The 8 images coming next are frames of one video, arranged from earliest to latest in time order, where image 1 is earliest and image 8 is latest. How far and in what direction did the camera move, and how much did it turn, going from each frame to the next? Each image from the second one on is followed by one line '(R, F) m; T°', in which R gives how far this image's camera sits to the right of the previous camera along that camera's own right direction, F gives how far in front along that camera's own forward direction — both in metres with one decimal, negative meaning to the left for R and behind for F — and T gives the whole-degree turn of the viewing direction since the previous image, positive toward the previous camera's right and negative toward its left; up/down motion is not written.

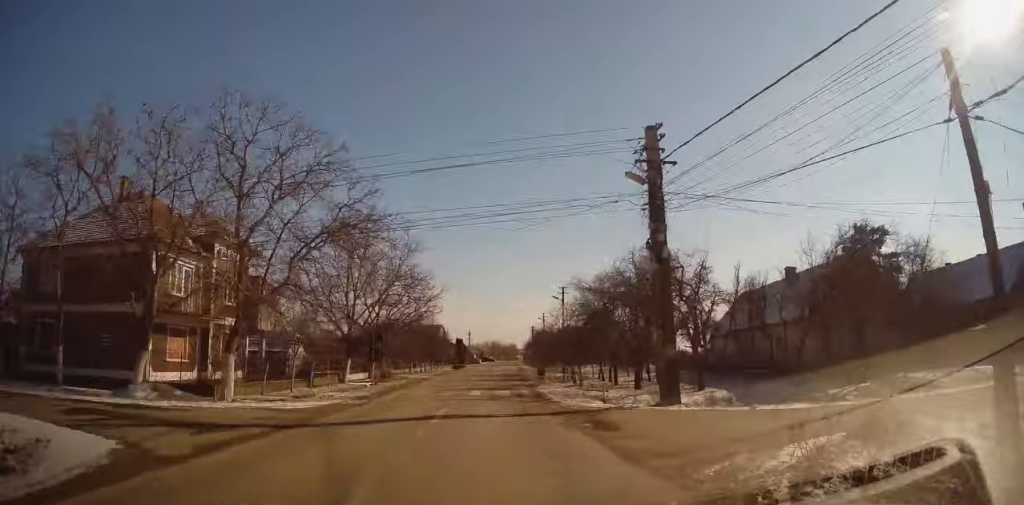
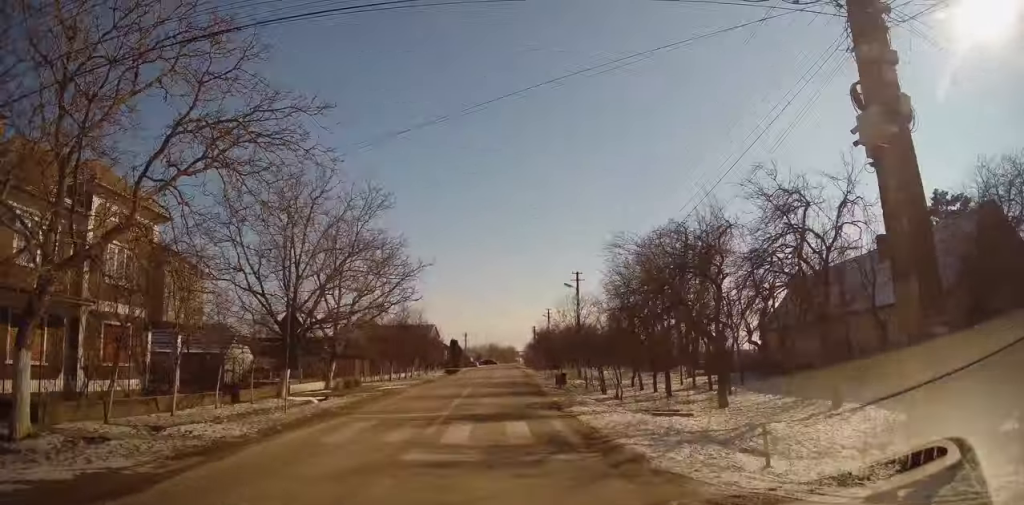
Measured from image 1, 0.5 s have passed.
(-0.3, +9.8) m; 0°
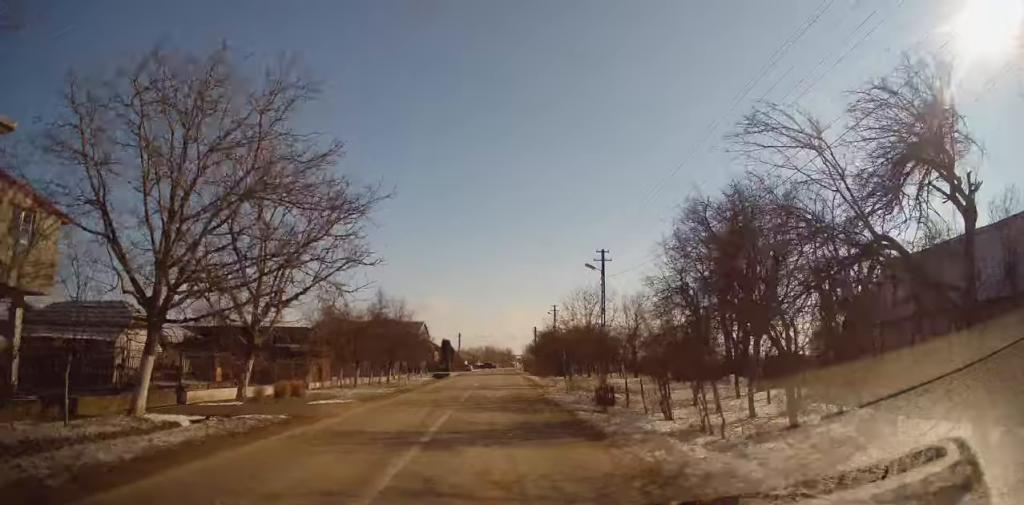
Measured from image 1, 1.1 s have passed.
(-0.1, +9.9) m; 0°
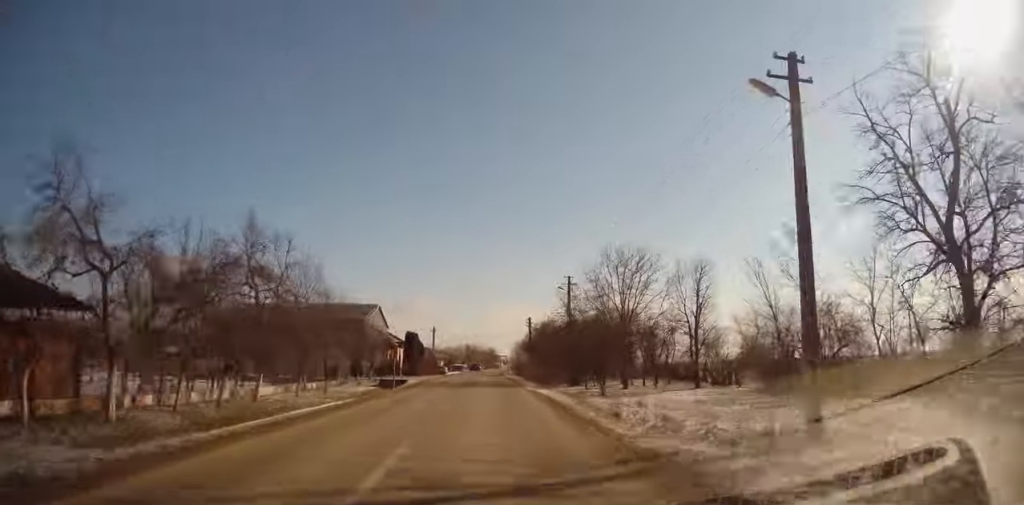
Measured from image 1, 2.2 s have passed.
(+0.4, +21.4) m; +1°
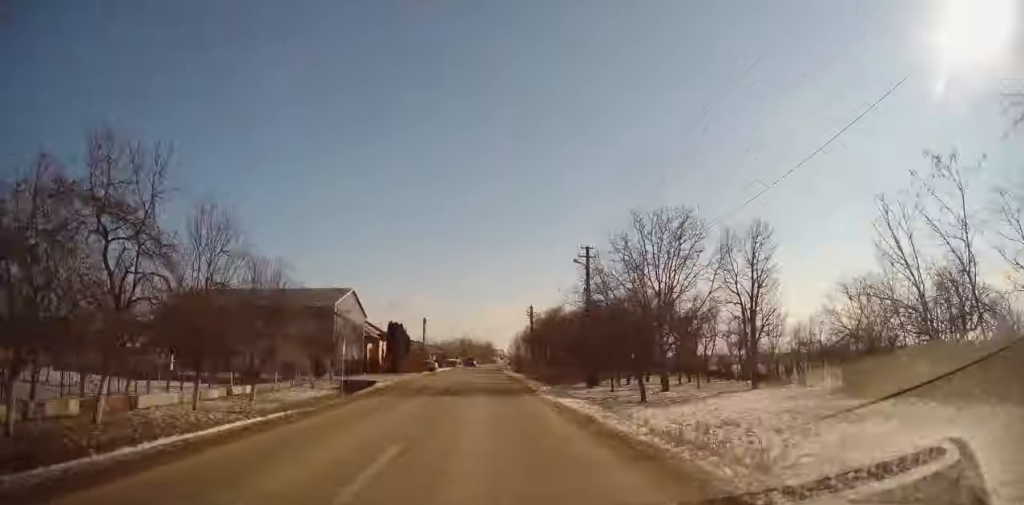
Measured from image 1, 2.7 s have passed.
(0.0, +8.9) m; 0°
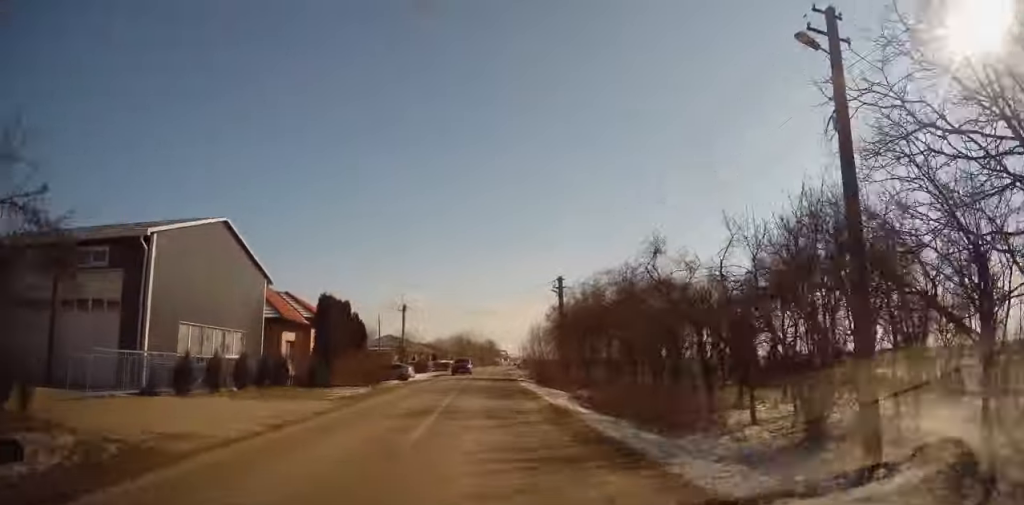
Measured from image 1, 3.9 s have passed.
(-0.1, +23.6) m; +1°
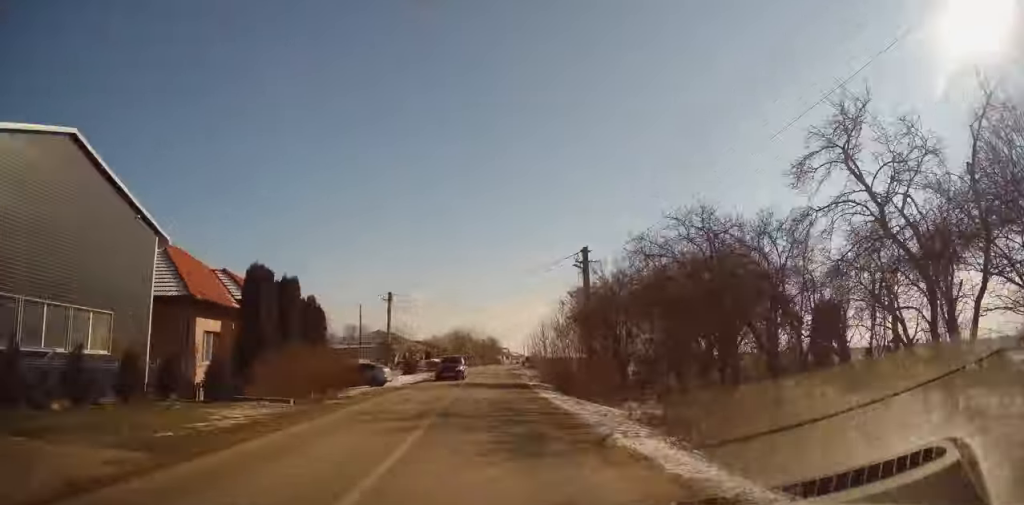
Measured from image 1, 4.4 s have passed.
(+0.2, +10.2) m; 0°
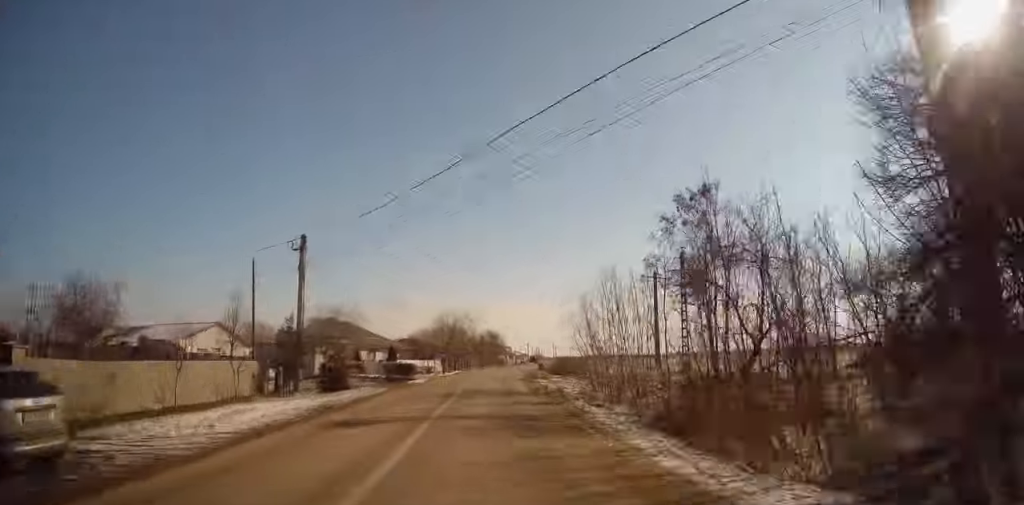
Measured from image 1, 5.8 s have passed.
(+0.1, +26.1) m; -1°
